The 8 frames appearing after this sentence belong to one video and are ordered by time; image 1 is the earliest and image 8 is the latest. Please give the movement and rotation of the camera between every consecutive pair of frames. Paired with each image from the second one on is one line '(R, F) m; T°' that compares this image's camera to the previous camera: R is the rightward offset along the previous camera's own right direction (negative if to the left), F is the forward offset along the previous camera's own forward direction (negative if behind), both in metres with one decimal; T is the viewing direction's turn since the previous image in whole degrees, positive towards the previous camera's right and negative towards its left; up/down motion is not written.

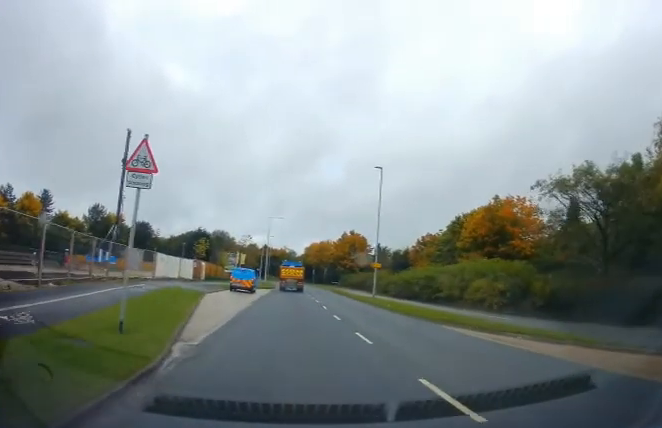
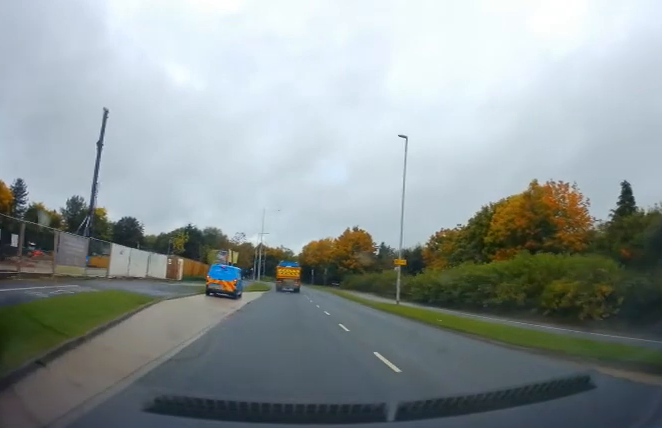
(-0.3, +9.2) m; -3°
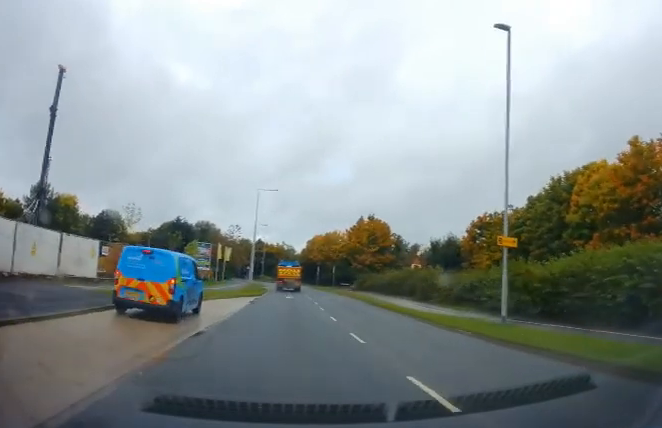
(-0.2, +14.1) m; -1°
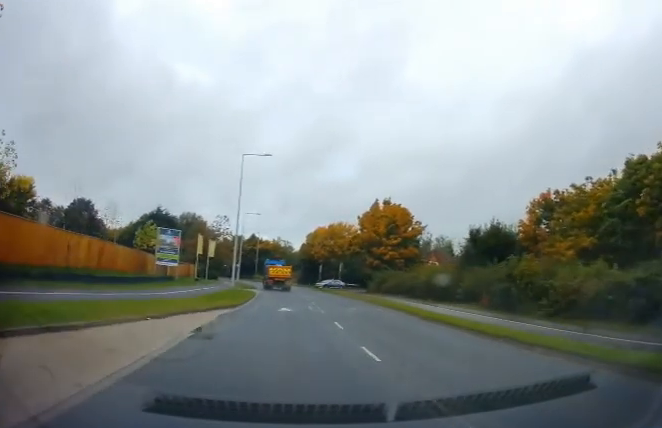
(-0.1, +14.0) m; 0°
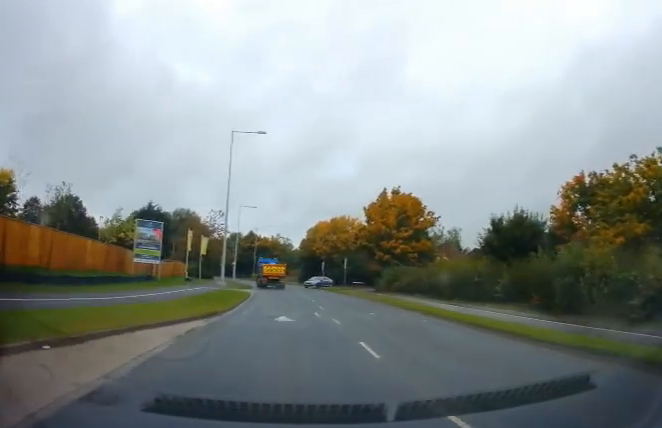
(+0.1, +5.1) m; +1°
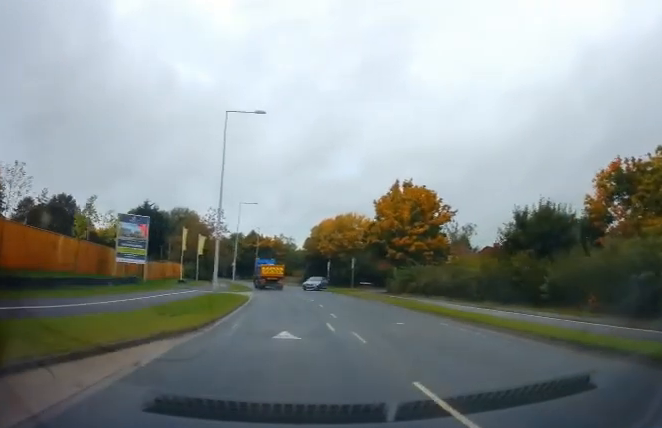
(0.0, +4.0) m; 0°
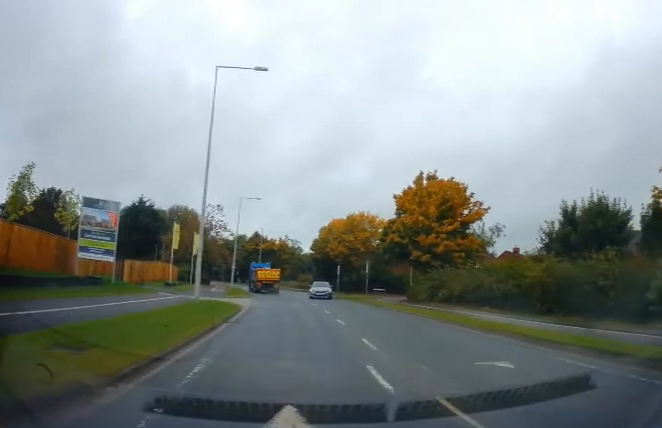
(0.0, +6.4) m; -2°
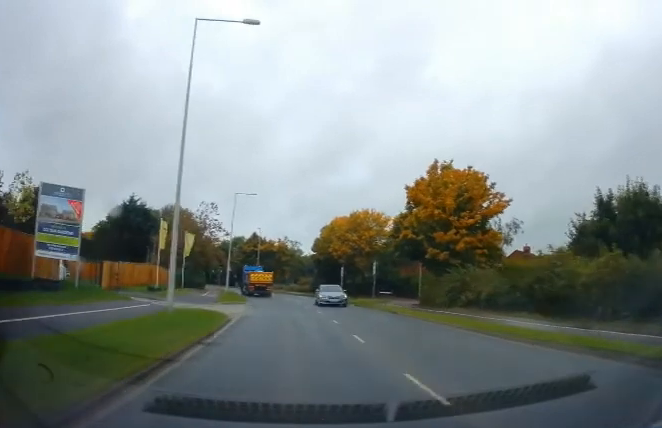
(-0.1, +4.2) m; 0°
